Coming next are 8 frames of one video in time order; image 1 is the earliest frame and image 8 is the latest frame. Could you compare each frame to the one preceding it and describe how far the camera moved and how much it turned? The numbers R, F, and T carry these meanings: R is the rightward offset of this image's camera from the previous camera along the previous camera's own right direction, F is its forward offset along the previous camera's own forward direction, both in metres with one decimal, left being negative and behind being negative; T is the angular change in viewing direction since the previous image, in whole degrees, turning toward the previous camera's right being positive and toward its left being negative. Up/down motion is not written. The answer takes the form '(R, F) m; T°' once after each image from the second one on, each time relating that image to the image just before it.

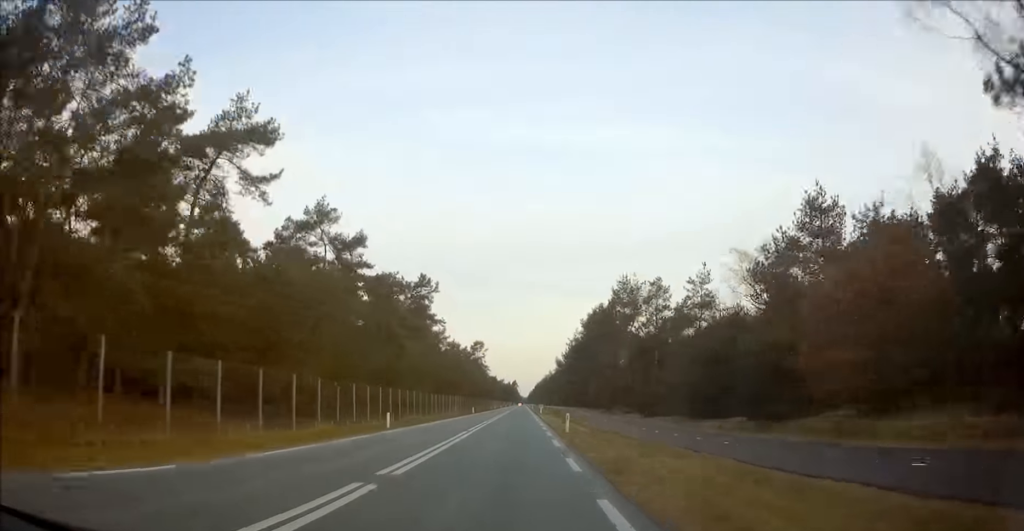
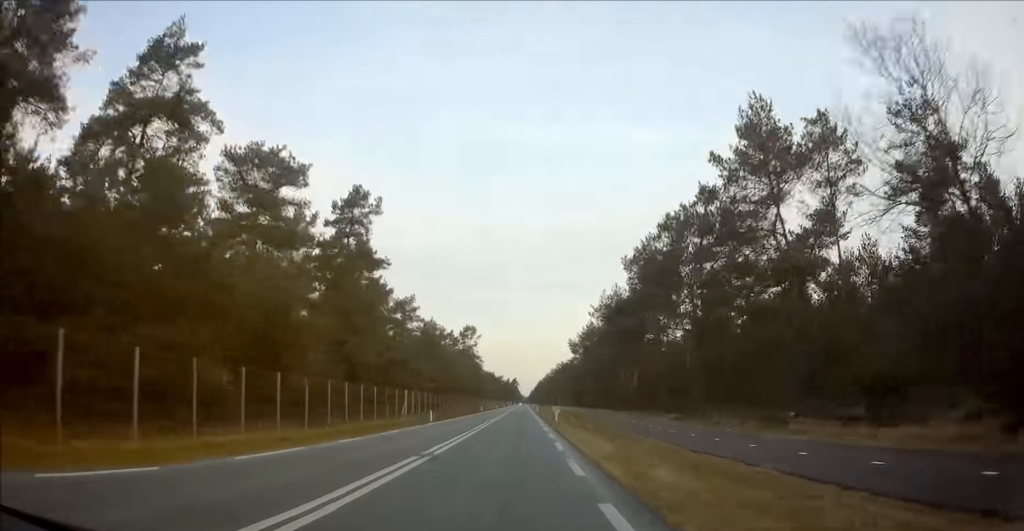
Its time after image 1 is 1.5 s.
(0.0, +36.2) m; 0°
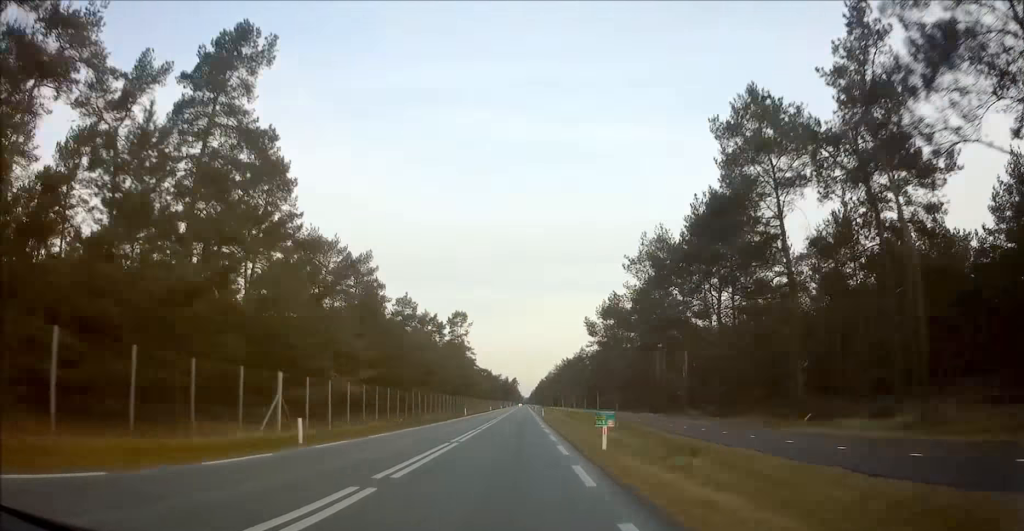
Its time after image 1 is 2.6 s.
(-0.1, +25.2) m; 0°
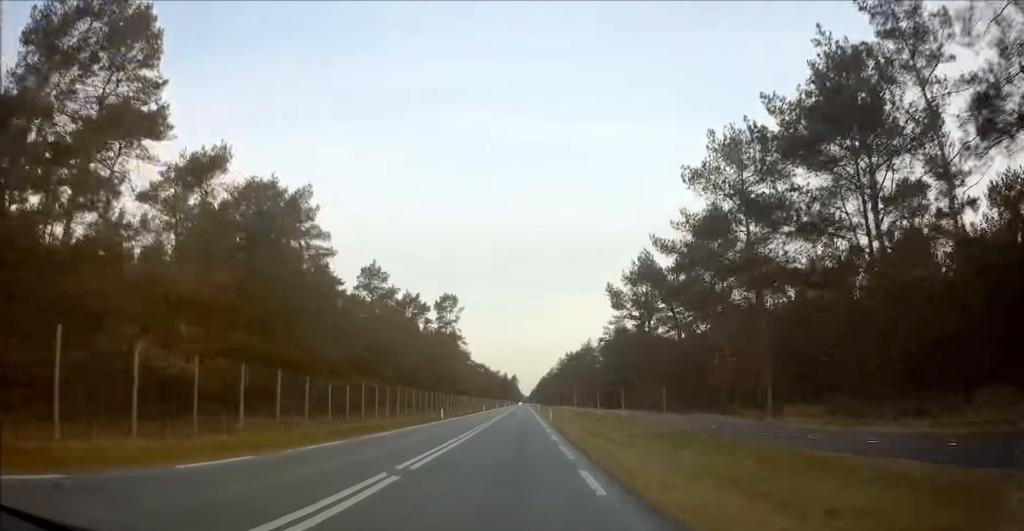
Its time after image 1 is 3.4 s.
(0.0, +18.9) m; 0°
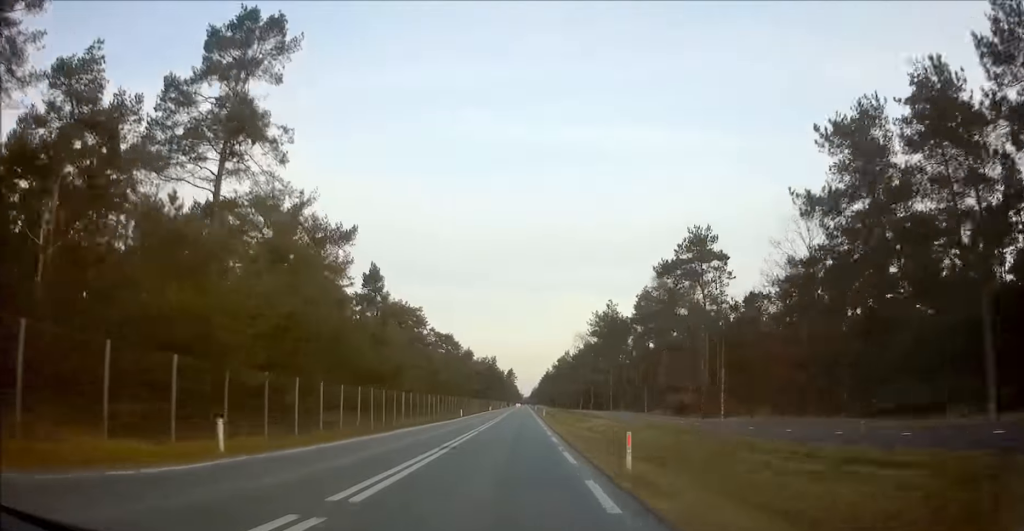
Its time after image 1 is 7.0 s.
(+0.1, +85.0) m; 0°
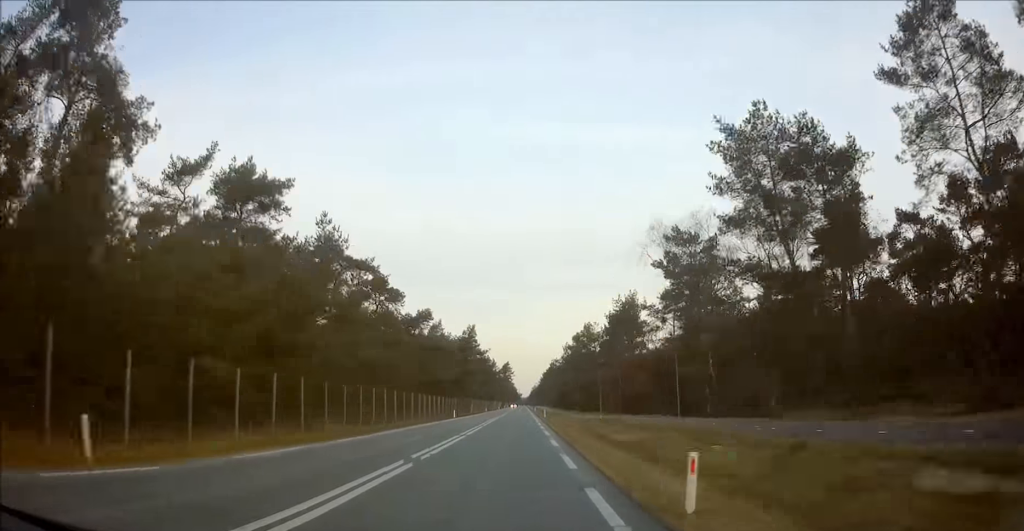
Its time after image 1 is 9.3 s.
(-0.1, +55.1) m; 0°
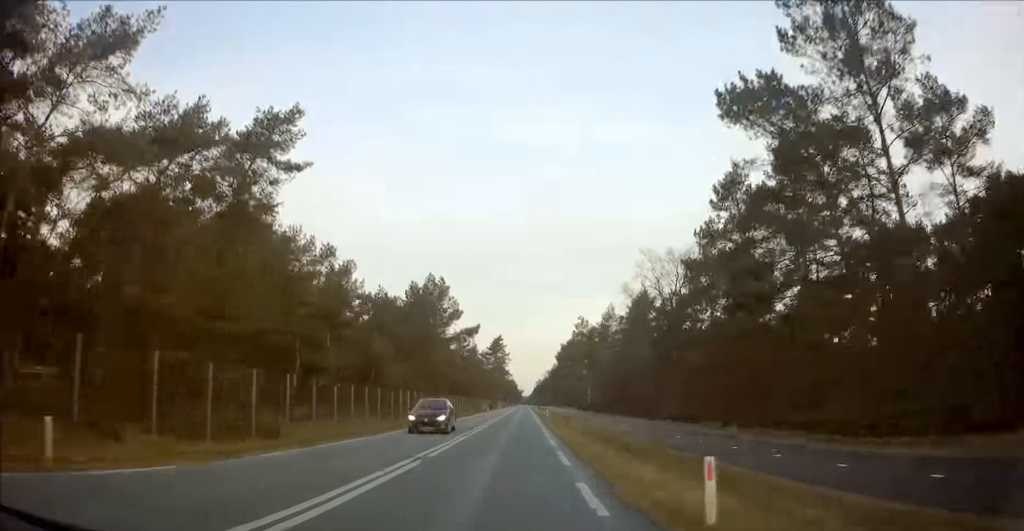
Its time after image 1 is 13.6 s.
(+0.1, +100.9) m; 0°
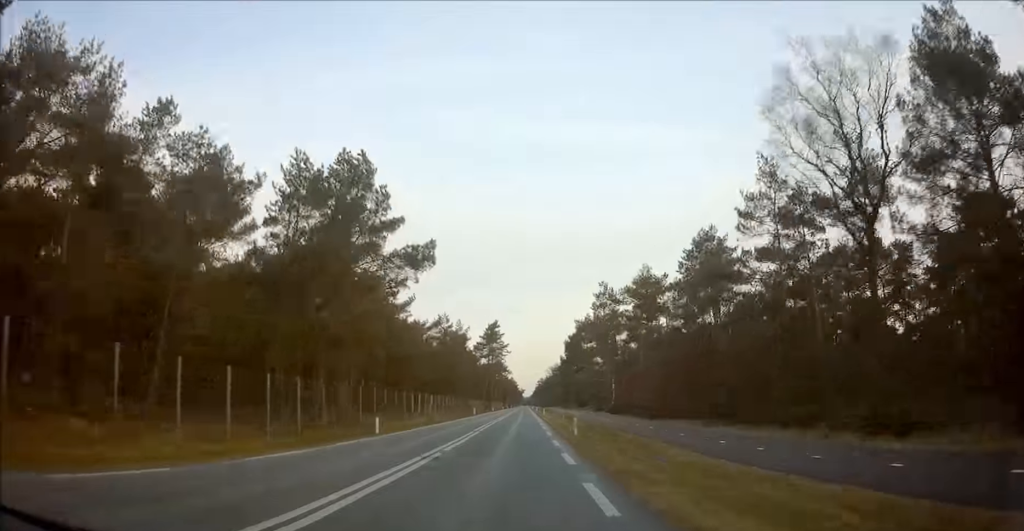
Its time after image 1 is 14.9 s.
(+0.1, +30.0) m; 0°
